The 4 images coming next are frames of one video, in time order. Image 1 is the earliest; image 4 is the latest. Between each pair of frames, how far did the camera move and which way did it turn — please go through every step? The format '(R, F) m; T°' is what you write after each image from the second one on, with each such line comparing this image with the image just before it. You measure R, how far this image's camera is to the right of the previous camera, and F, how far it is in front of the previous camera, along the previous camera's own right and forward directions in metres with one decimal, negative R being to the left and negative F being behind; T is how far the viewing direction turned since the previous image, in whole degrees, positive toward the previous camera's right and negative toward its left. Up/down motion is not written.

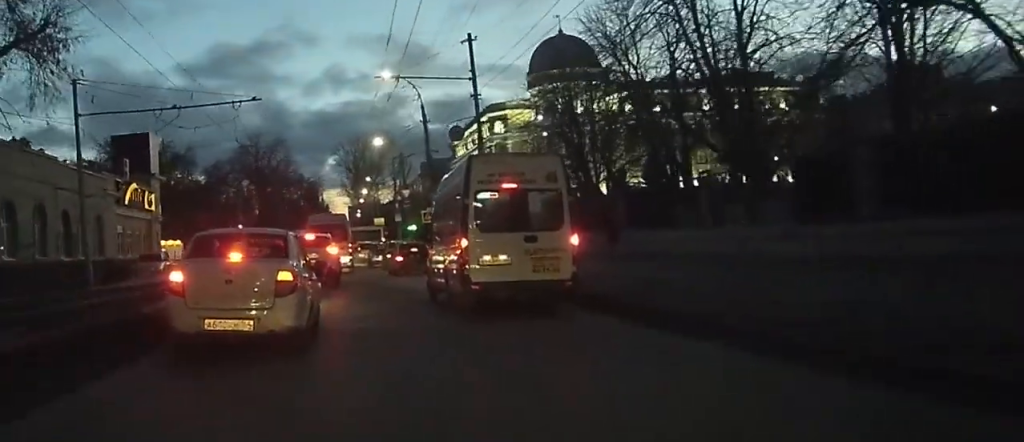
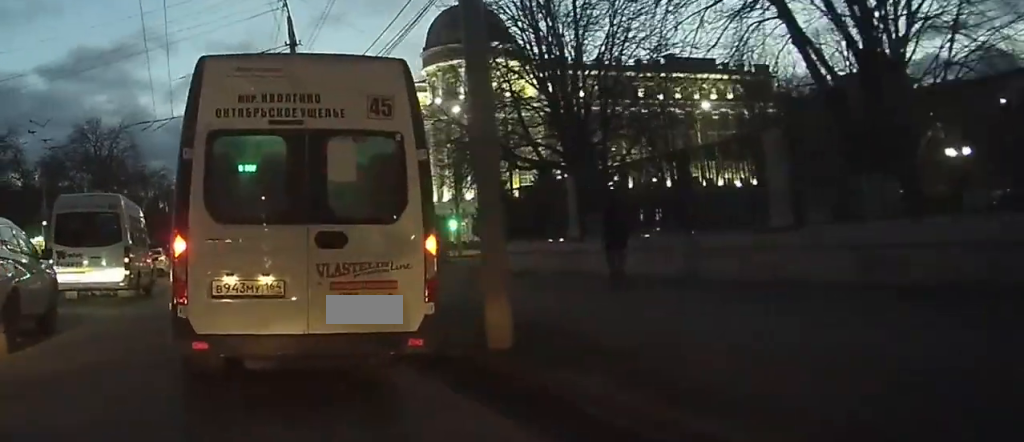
(+1.1, +29.7) m; +6°
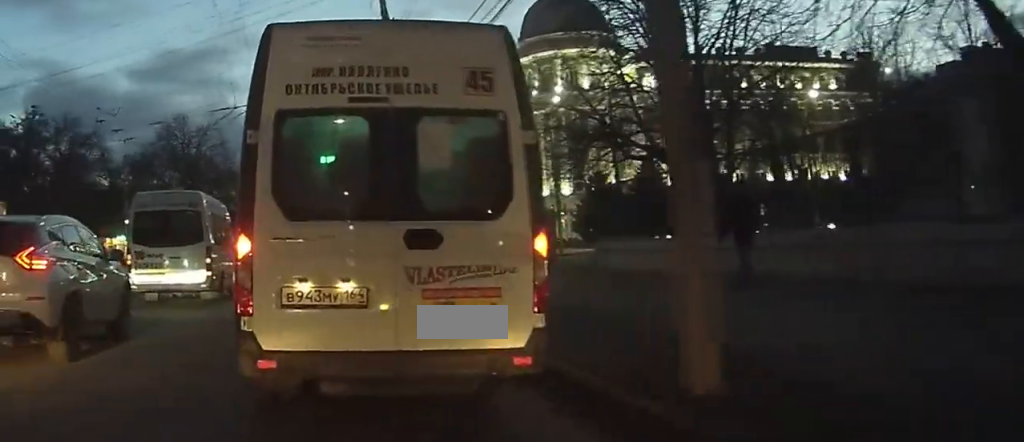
(0.0, +3.8) m; 0°
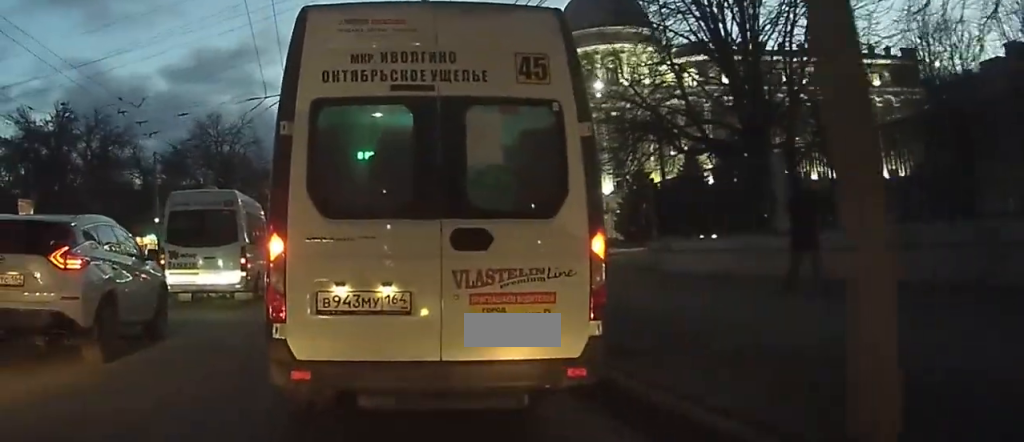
(0.0, +2.2) m; +1°
